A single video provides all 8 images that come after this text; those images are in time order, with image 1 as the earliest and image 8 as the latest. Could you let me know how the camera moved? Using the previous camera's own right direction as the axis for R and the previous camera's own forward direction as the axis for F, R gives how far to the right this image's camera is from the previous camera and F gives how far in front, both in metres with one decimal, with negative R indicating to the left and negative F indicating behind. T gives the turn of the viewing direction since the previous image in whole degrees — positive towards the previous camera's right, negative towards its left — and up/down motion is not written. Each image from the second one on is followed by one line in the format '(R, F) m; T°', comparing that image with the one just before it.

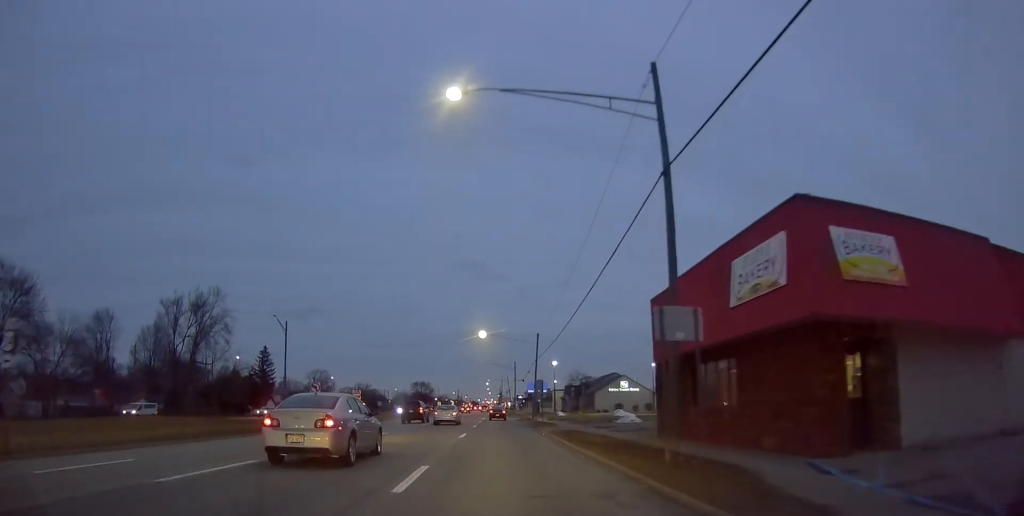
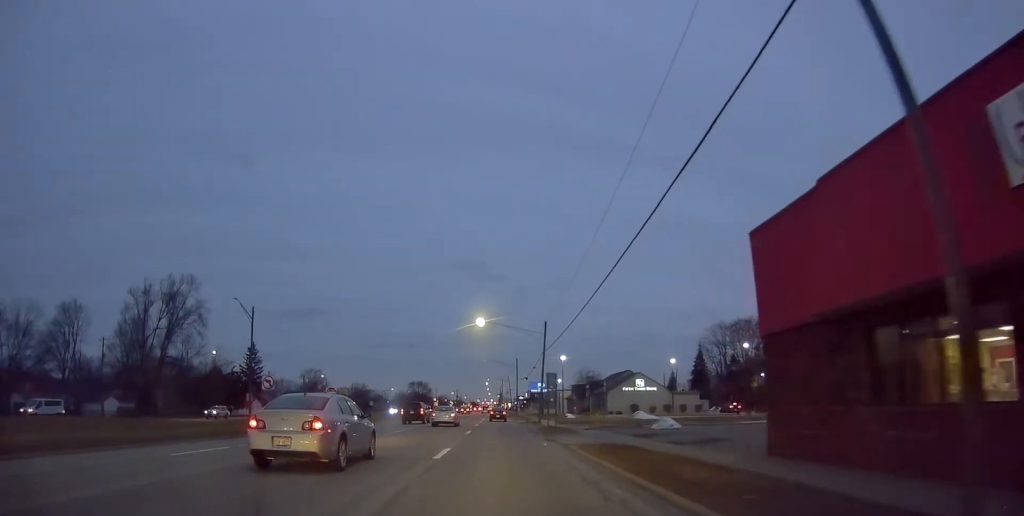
(0.0, +8.9) m; -1°
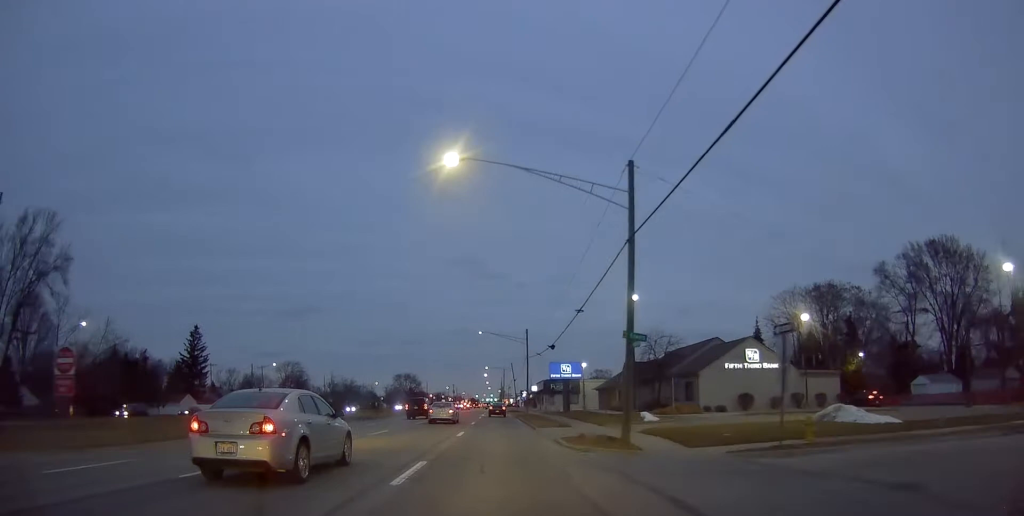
(0.0, +35.4) m; +1°
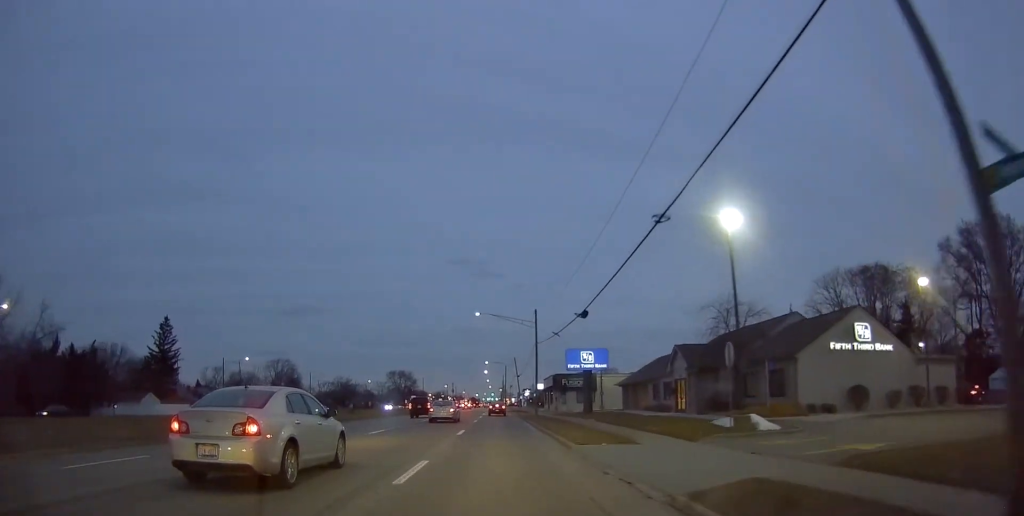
(+0.2, +14.9) m; +1°
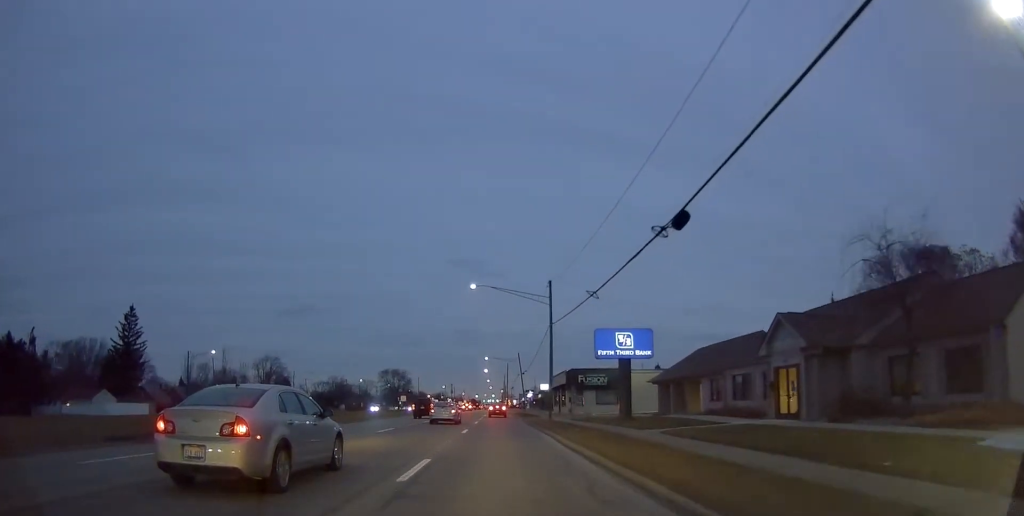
(-0.3, +14.7) m; 0°
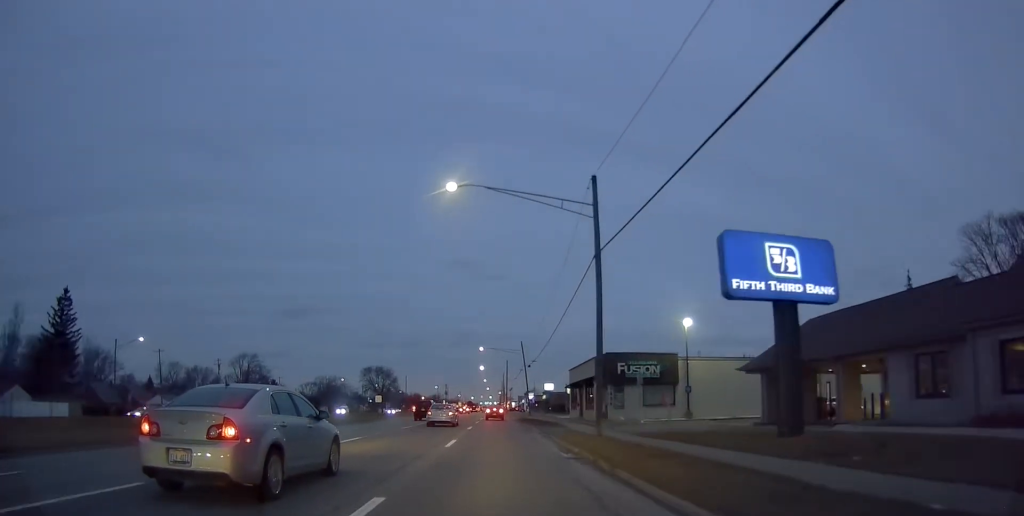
(+0.3, +21.5) m; -1°
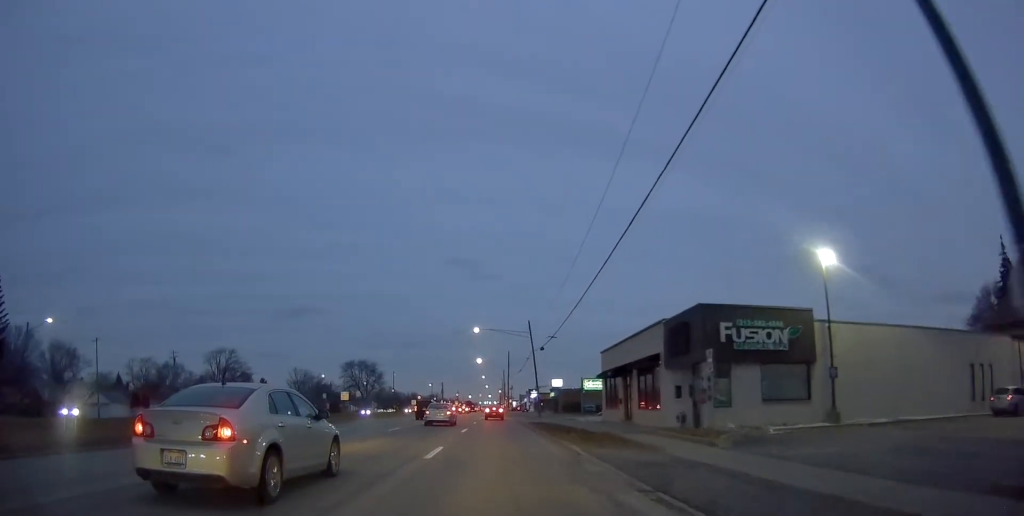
(-0.6, +20.0) m; 0°
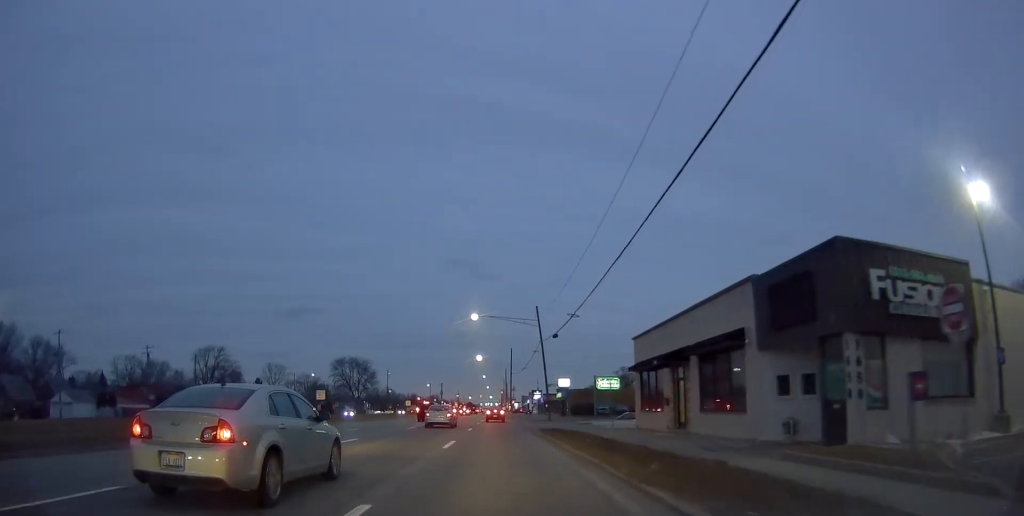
(+0.4, +10.3) m; 0°
